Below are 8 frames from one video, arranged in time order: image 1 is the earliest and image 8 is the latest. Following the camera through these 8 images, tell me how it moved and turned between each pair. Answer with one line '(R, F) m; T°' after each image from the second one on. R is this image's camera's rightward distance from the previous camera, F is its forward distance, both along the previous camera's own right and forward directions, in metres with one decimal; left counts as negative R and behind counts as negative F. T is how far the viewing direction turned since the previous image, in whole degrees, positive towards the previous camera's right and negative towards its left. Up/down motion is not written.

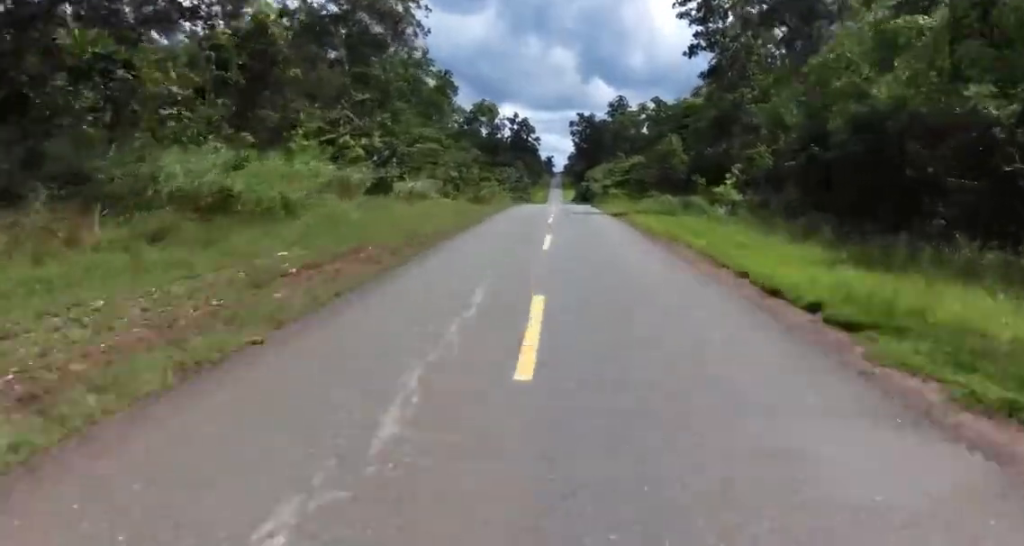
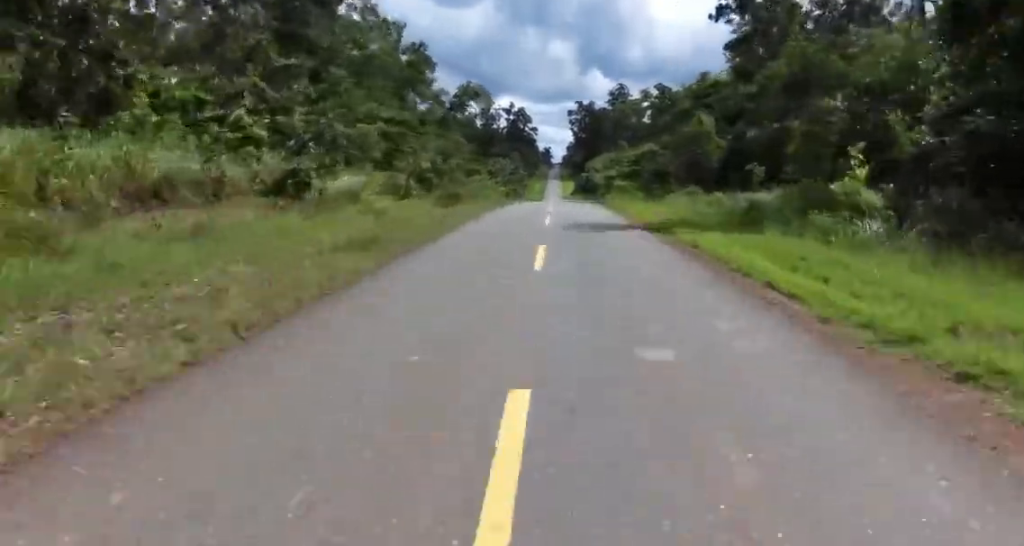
(+0.5, +12.5) m; -2°
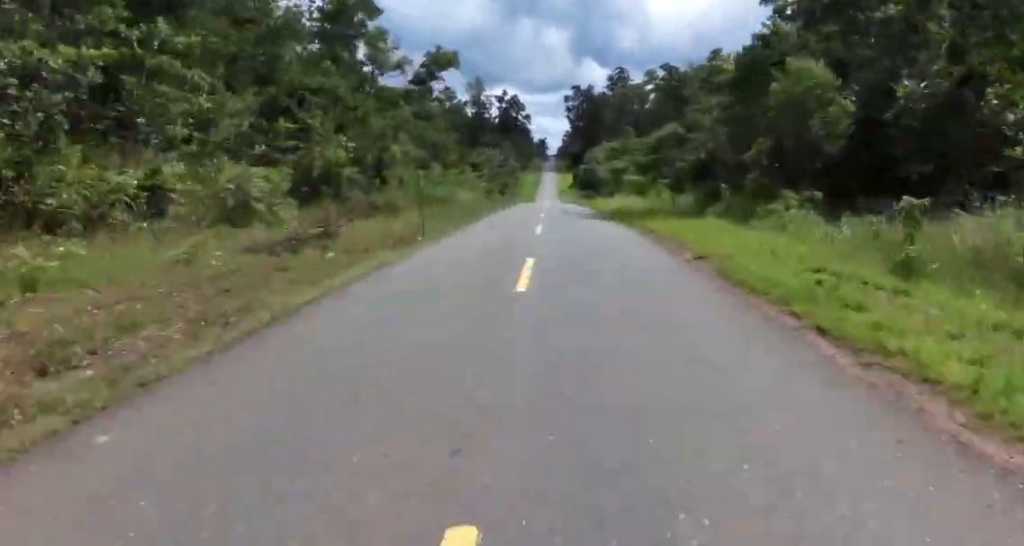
(-1.2, +17.4) m; 0°
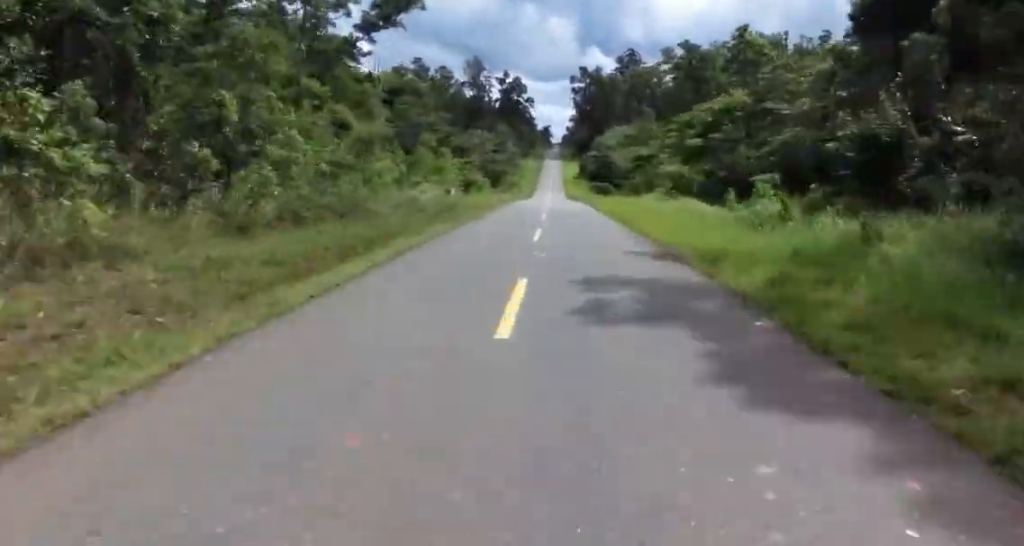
(+0.1, +19.3) m; 0°
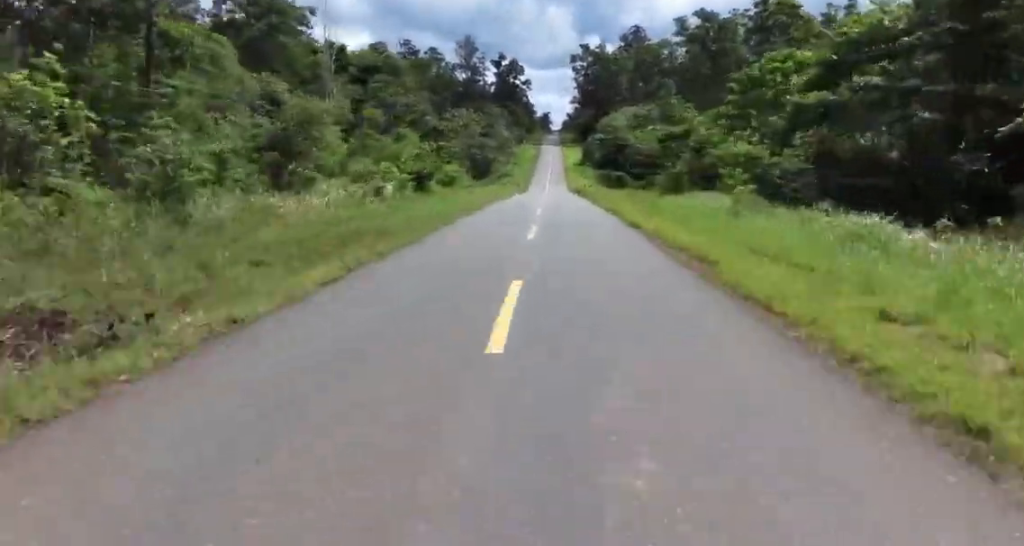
(+0.9, +17.0) m; 0°
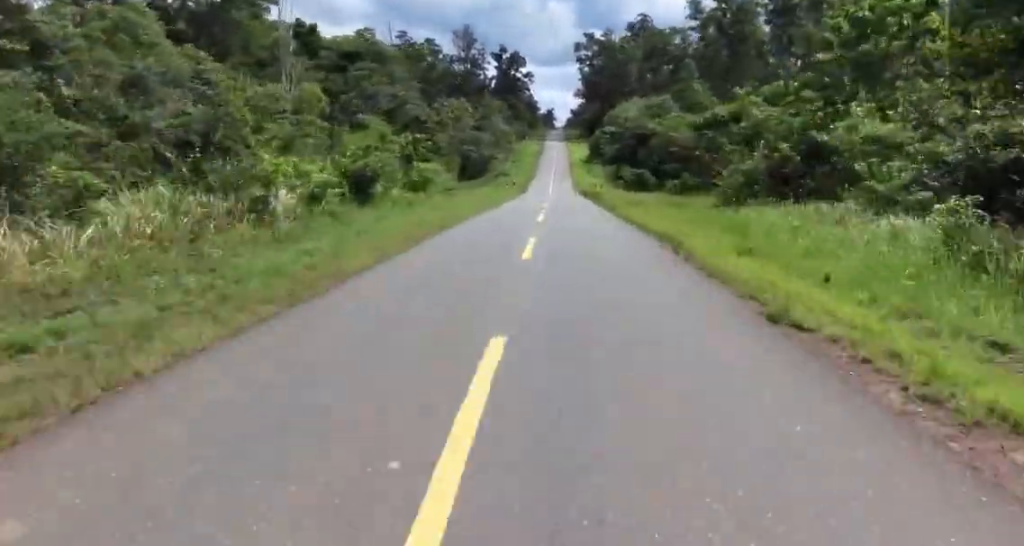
(-0.6, +12.0) m; -1°
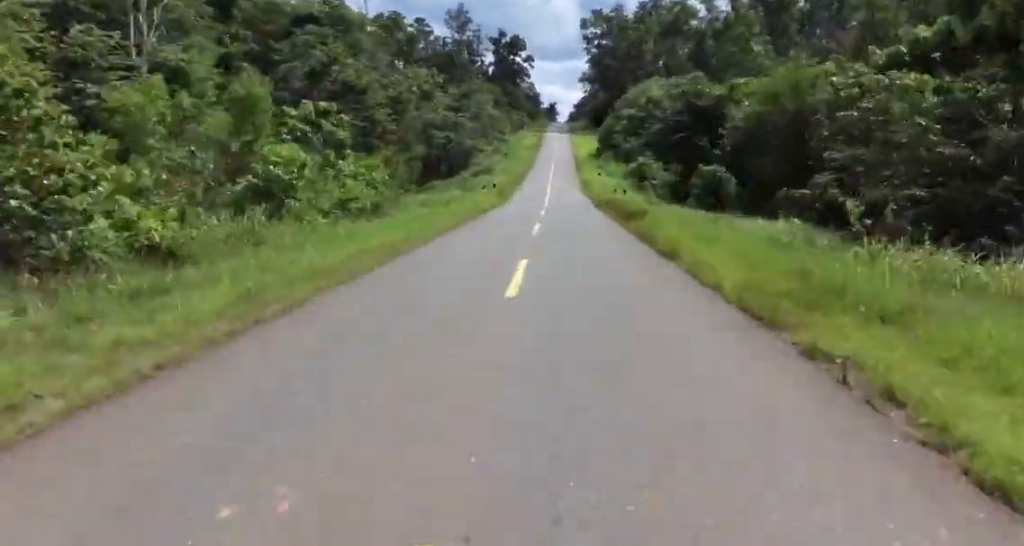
(-0.4, +18.1) m; -1°
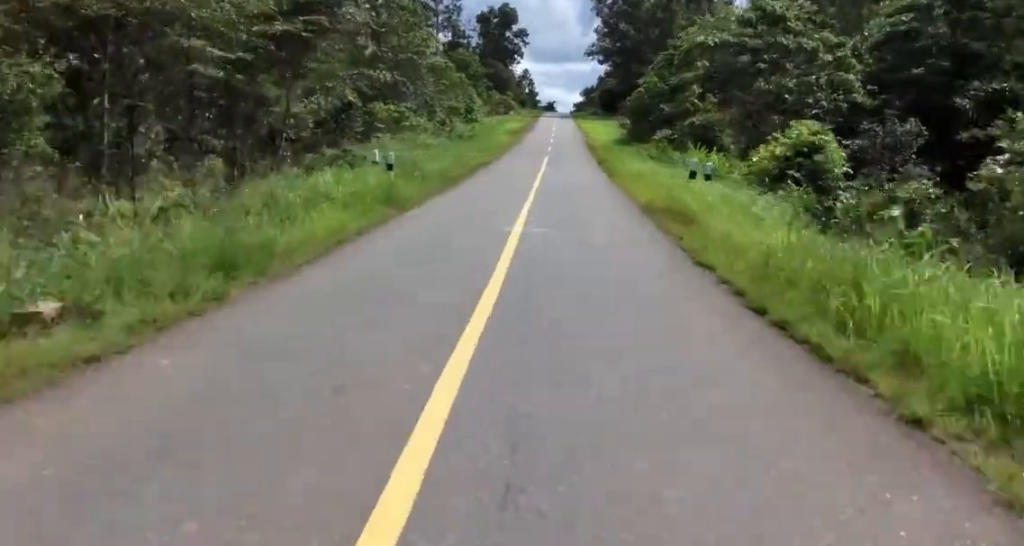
(+1.4, +36.4) m; +2°
